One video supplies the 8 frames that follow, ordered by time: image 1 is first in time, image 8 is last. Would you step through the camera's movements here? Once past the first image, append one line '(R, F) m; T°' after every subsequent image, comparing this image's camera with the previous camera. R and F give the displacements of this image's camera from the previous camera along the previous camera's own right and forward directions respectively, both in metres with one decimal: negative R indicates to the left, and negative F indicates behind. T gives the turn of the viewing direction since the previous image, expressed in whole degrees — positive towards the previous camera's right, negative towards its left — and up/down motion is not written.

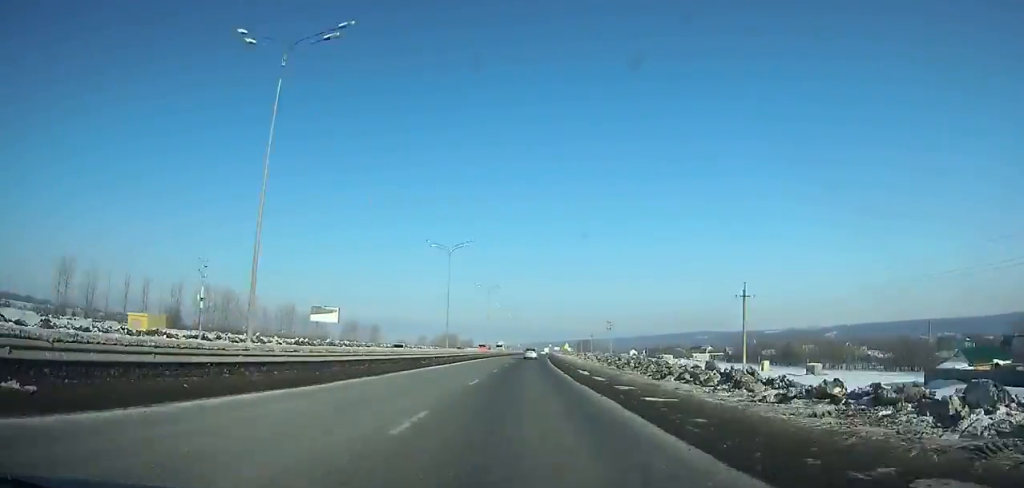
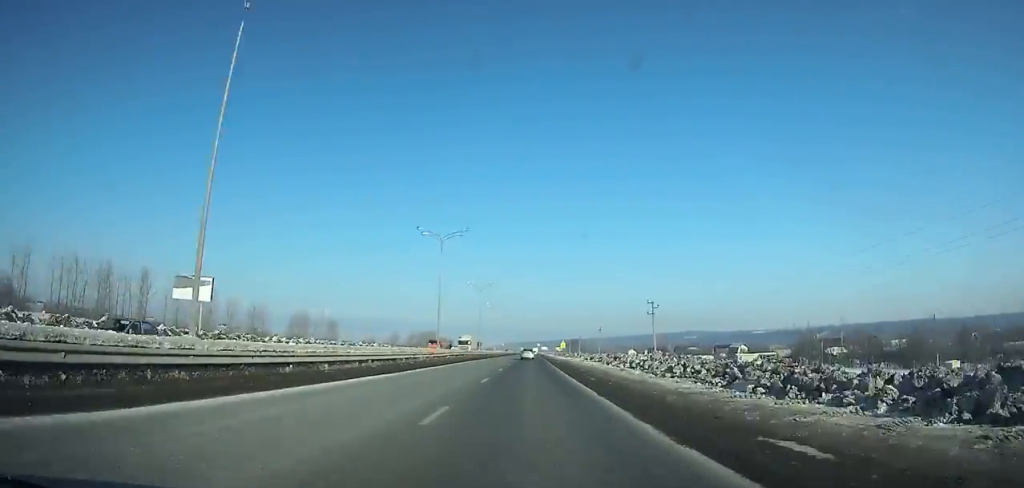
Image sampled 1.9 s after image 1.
(+0.8, +47.2) m; +1°
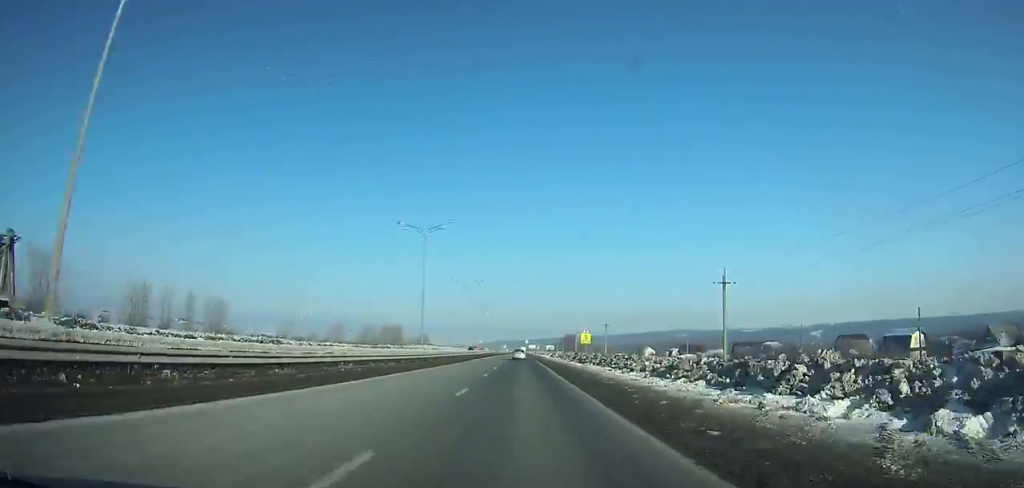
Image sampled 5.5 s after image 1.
(+1.1, +89.4) m; +1°
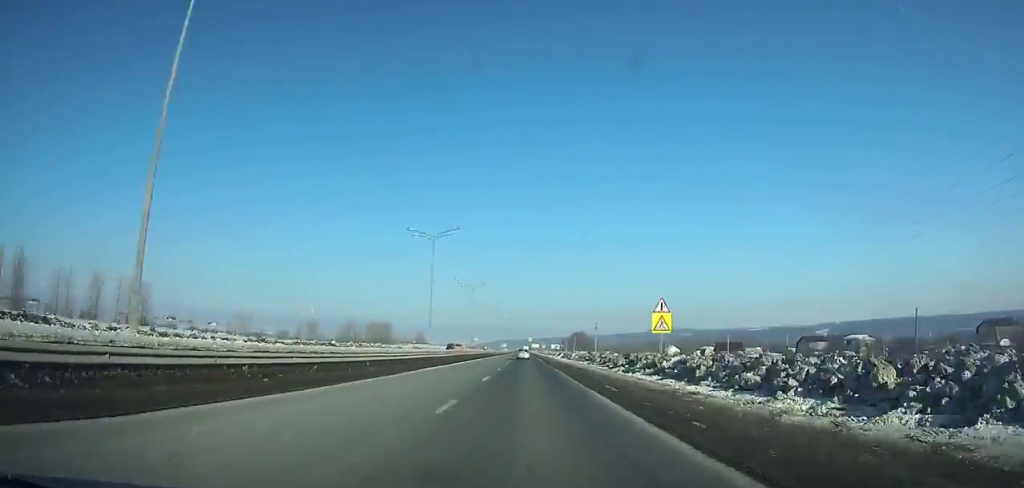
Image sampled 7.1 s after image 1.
(+0.1, +39.8) m; 0°
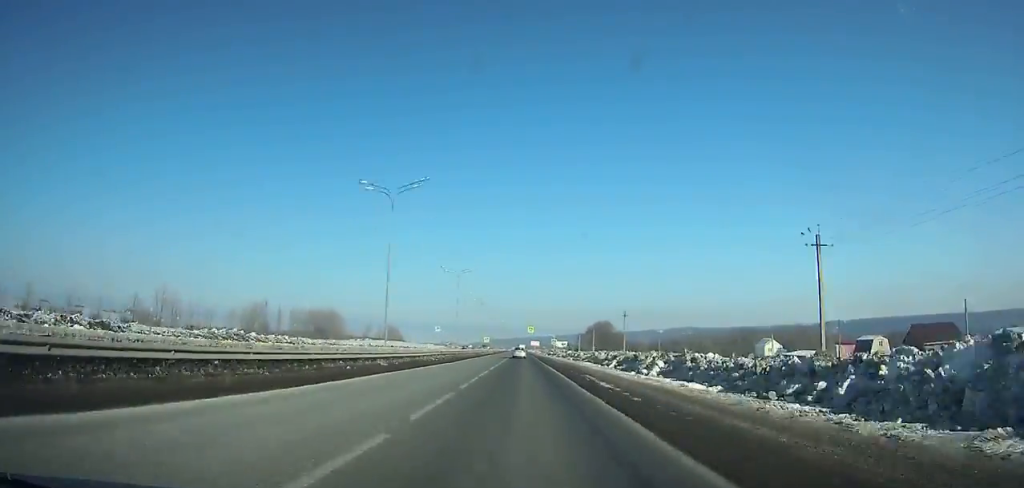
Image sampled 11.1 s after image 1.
(+0.3, +99.6) m; 0°
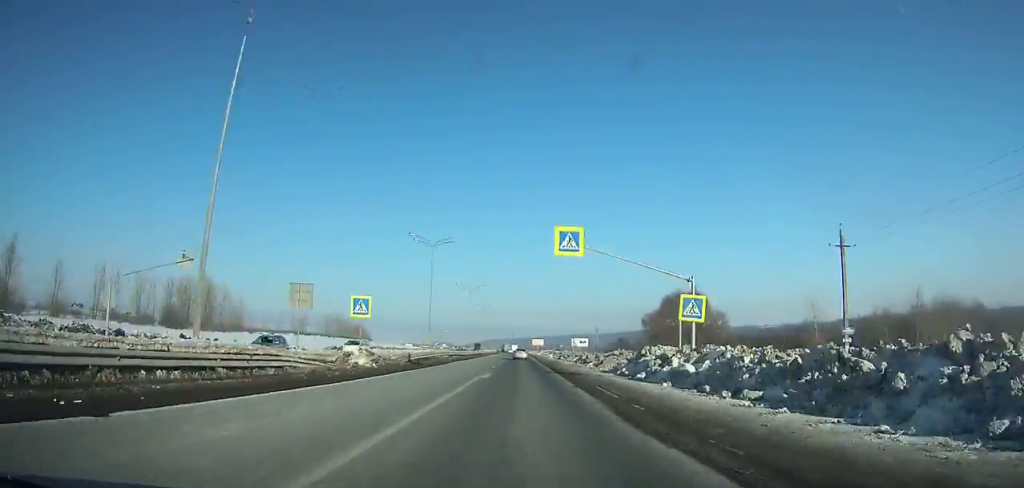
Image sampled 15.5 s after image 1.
(-0.1, +109.6) m; 0°
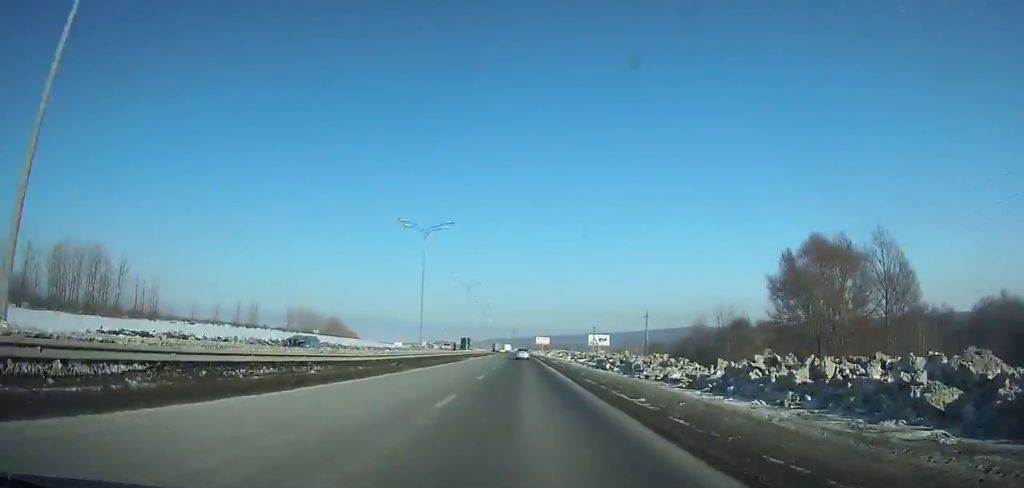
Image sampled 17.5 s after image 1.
(-0.1, +49.8) m; 0°
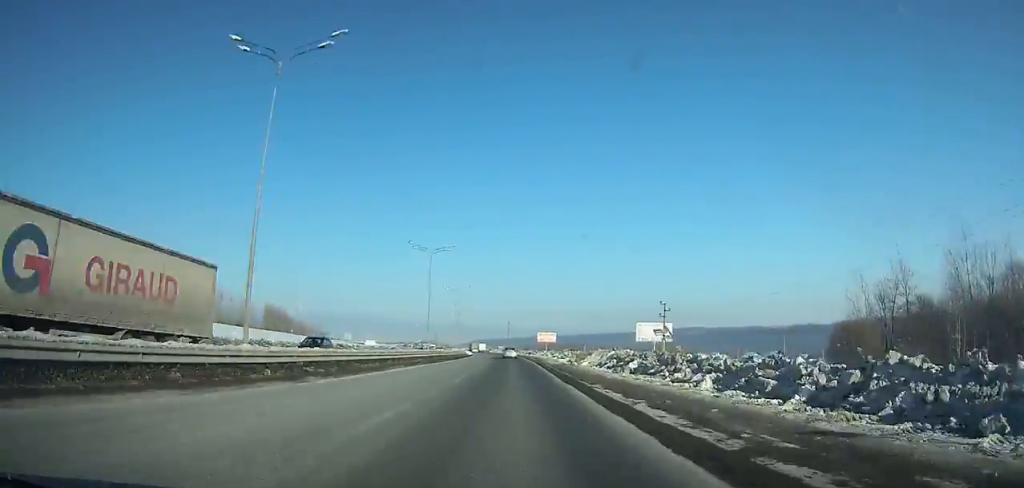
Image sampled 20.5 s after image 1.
(+0.3, +74.7) m; -1°
